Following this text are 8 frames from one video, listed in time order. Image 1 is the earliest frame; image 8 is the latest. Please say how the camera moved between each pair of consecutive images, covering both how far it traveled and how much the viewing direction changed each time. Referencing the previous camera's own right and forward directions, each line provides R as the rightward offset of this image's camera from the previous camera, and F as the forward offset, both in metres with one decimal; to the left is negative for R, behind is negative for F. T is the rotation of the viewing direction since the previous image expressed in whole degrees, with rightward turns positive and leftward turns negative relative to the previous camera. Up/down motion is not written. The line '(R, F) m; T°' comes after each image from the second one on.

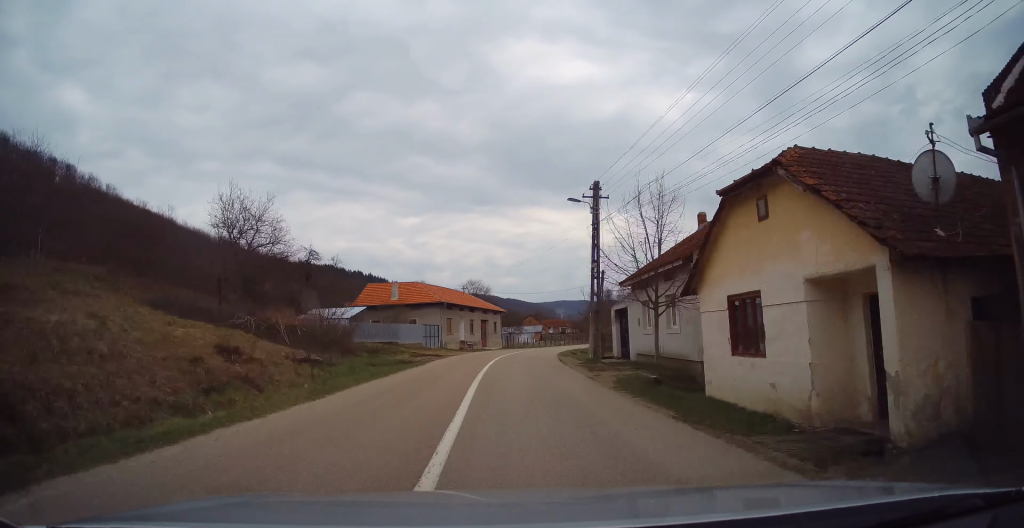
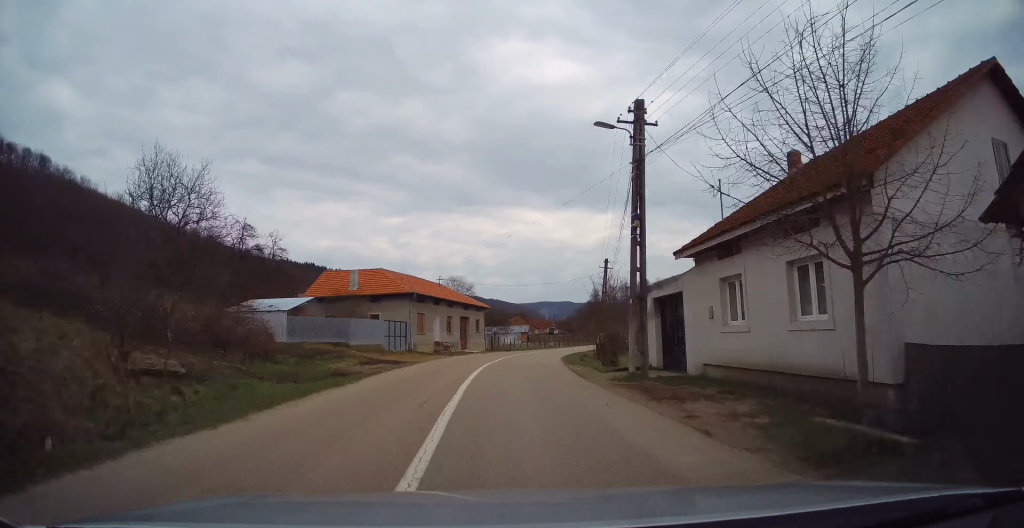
(+0.2, +9.5) m; +2°
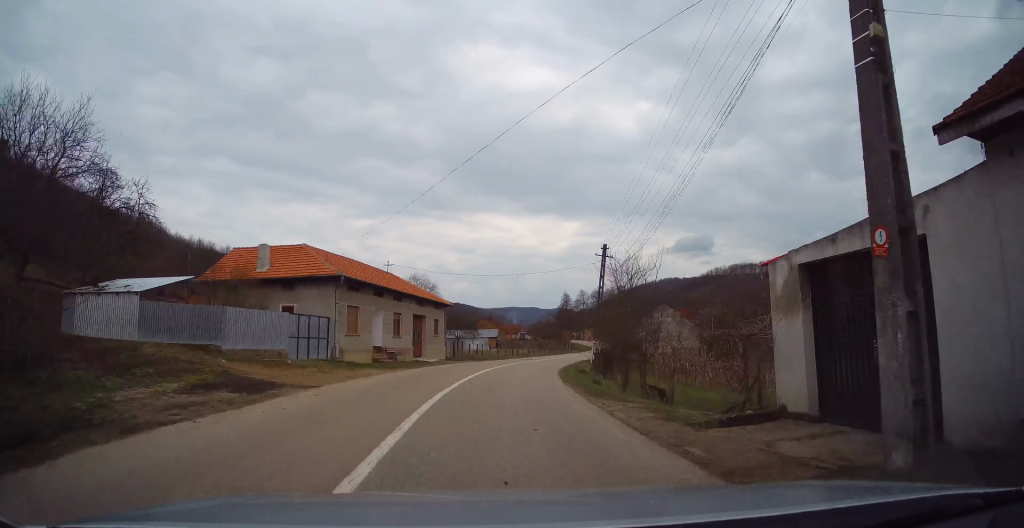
(+0.1, +11.4) m; +2°
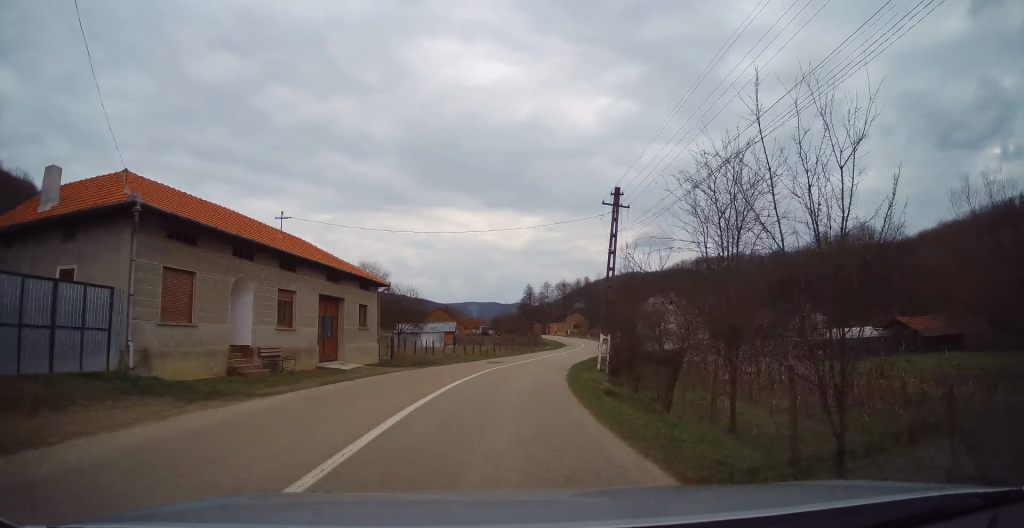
(+0.4, +13.5) m; +4°
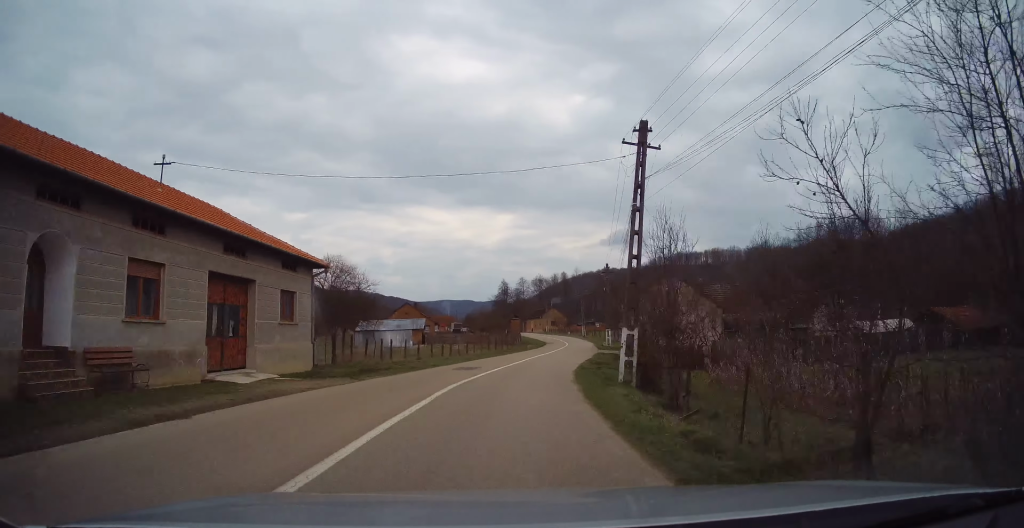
(+0.1, +7.8) m; +3°
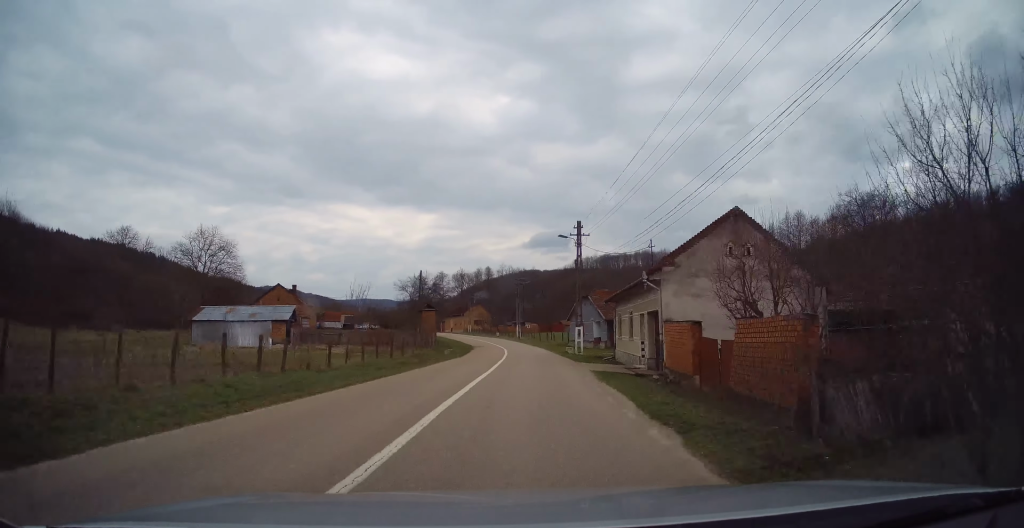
(+1.6, +21.7) m; +8°
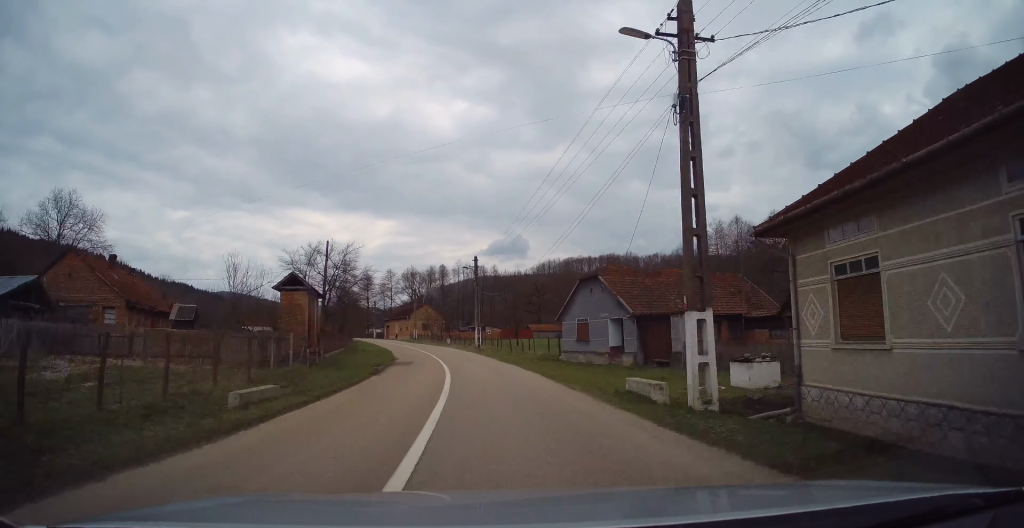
(+1.6, +24.2) m; +3°
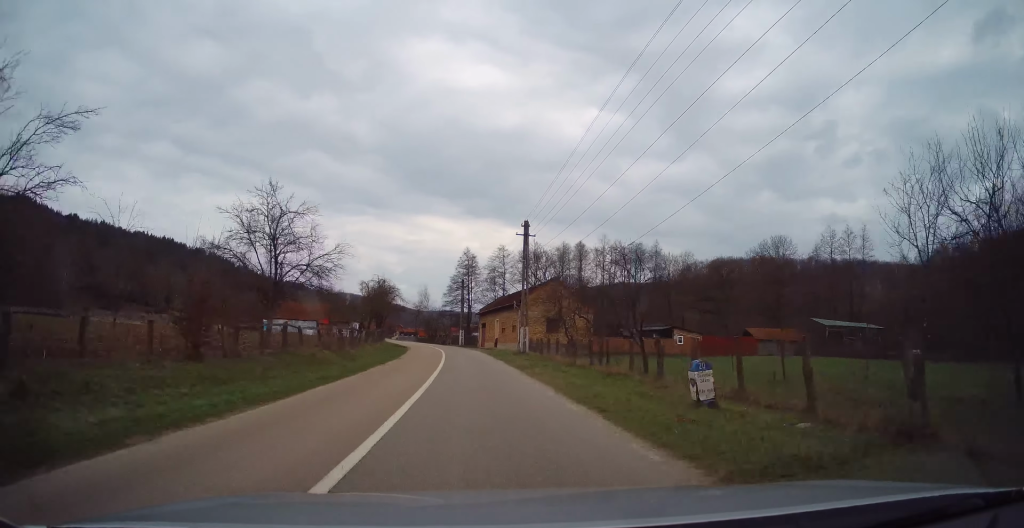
(-4.3, +55.2) m; -11°
